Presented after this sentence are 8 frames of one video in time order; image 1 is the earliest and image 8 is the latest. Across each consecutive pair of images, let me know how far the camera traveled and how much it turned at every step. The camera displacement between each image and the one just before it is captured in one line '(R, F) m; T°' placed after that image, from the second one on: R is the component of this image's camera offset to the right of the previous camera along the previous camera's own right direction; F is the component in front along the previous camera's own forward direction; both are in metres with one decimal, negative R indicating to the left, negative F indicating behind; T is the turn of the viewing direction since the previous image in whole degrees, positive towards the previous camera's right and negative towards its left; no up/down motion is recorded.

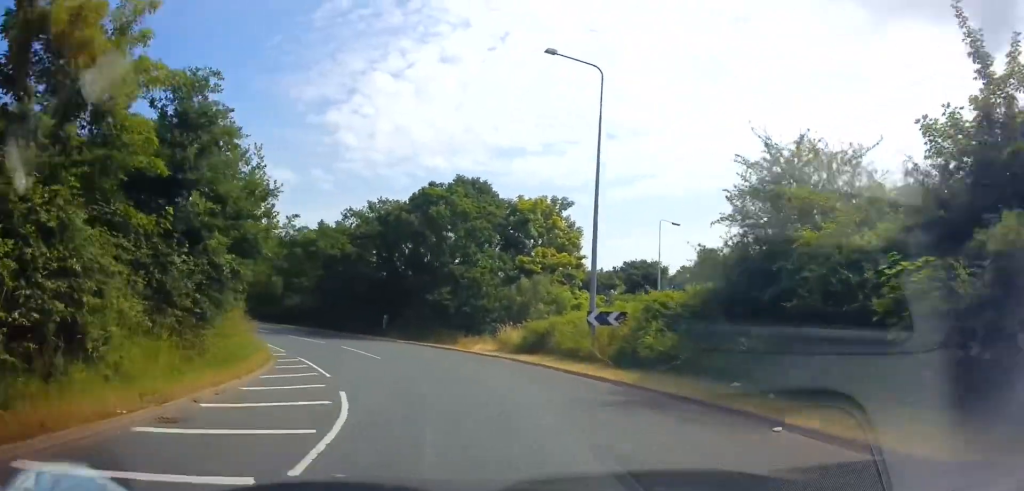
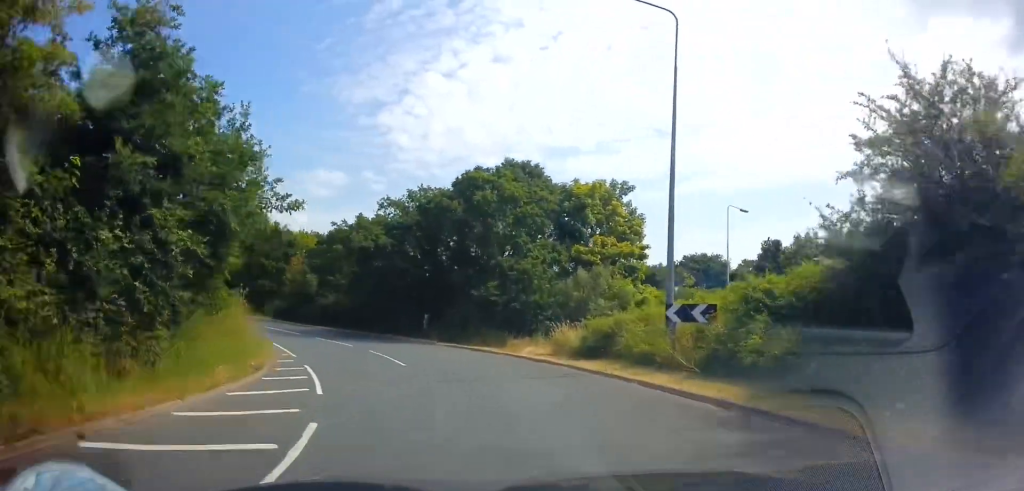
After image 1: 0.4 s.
(+0.2, +3.9) m; -6°
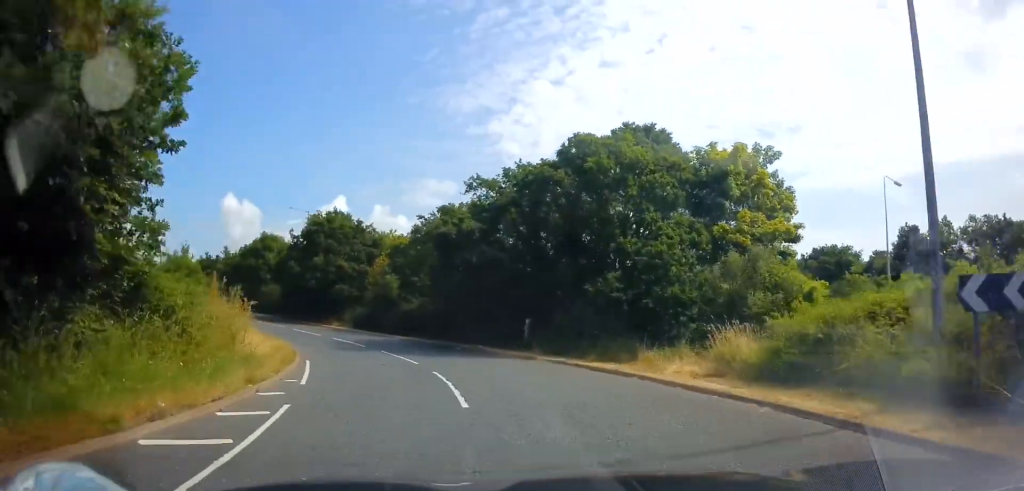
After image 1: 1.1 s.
(-1.0, +6.4) m; -11°
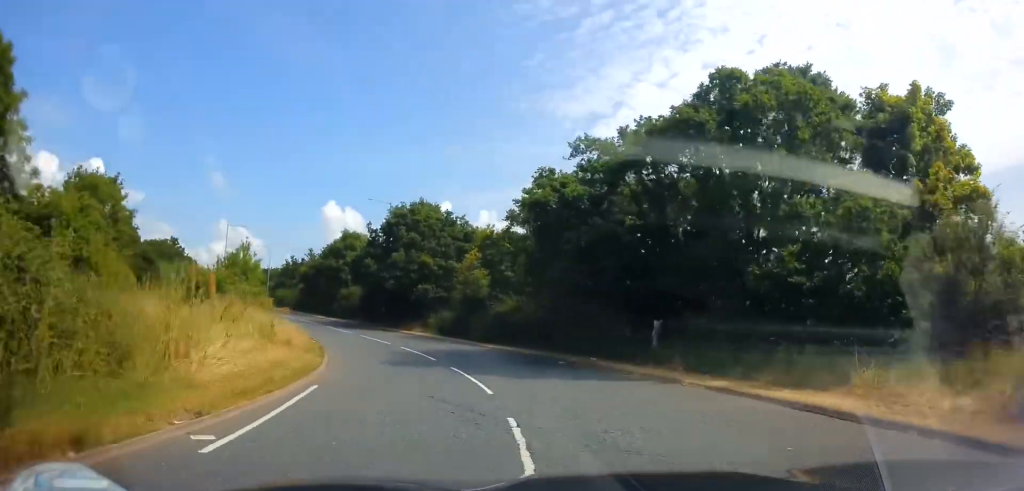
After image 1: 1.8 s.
(-0.7, +6.9) m; -11°
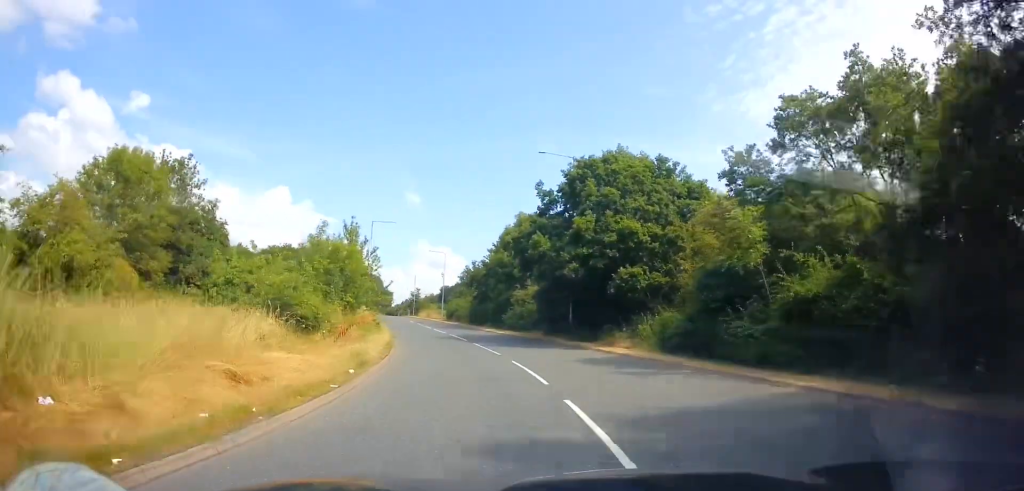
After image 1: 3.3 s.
(-3.1, +15.2) m; -22°
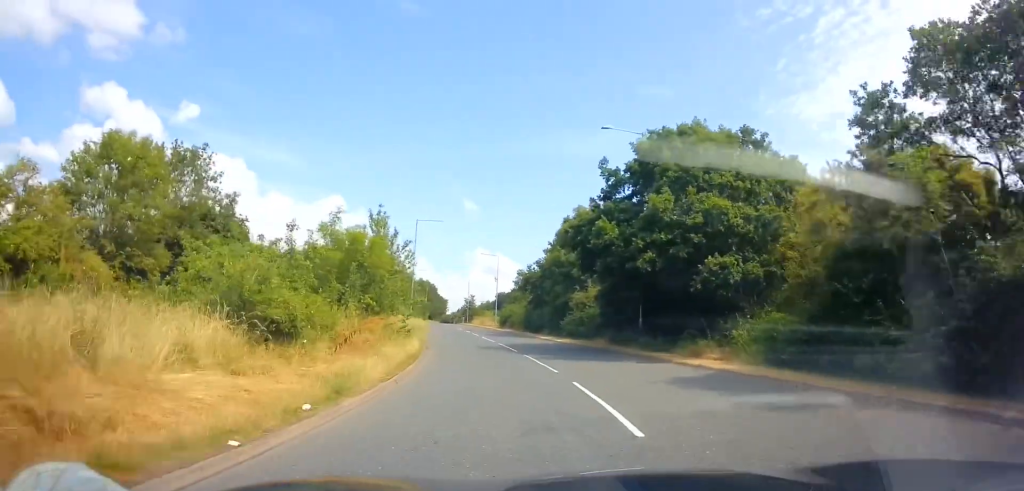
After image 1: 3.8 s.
(-0.3, +4.9) m; -5°
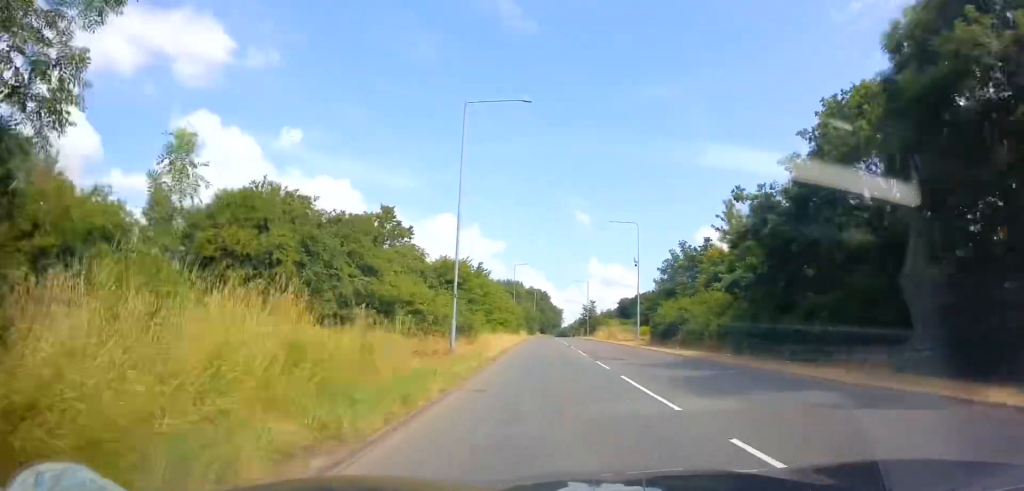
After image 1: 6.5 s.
(-4.9, +31.7) m; -12°
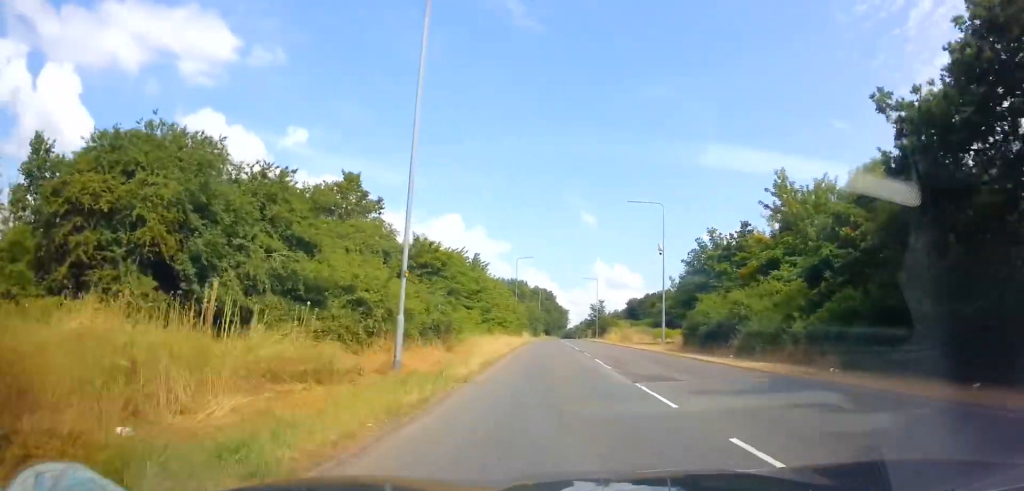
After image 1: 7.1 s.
(-0.2, +7.8) m; -1°
